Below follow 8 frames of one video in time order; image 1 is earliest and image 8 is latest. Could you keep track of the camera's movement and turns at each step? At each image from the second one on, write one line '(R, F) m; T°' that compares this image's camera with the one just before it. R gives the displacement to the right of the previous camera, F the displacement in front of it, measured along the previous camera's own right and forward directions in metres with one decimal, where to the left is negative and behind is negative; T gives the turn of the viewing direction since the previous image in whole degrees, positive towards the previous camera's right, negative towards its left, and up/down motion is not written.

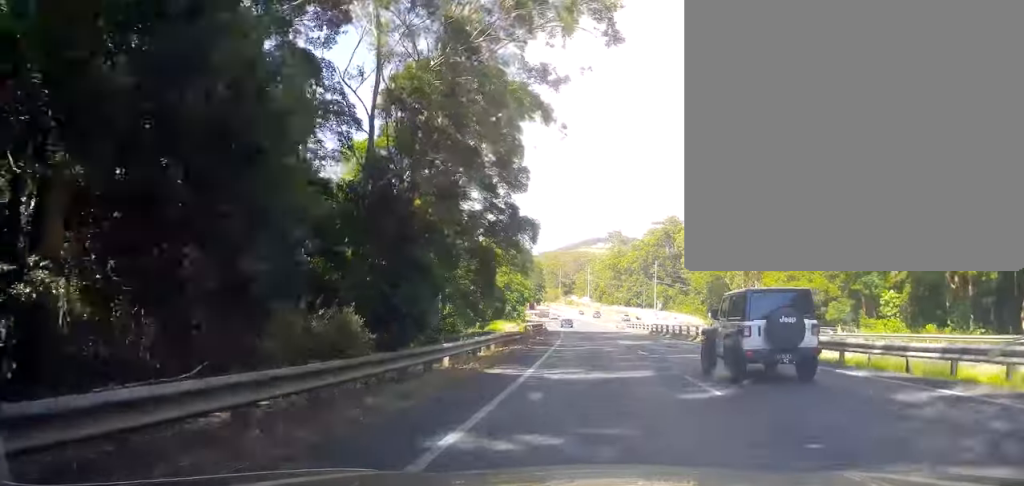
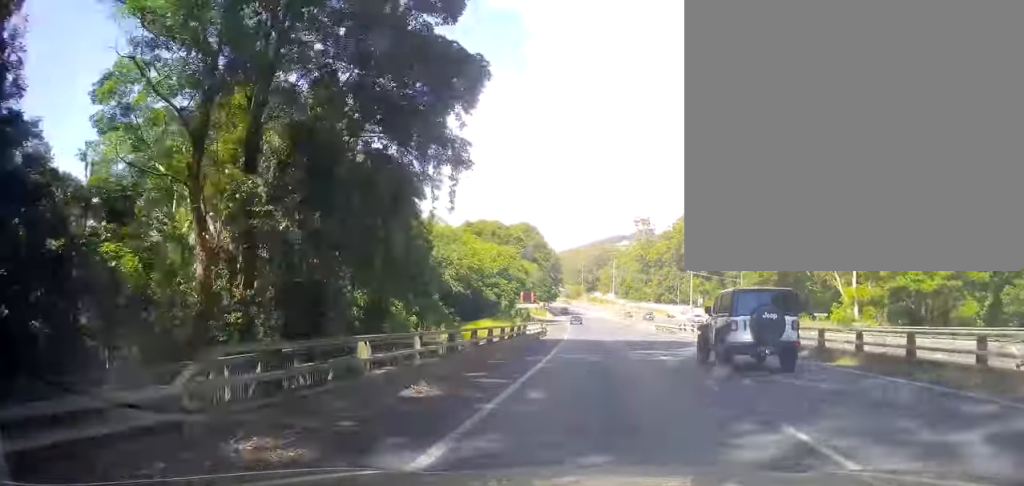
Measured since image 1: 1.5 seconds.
(-0.7, +28.6) m; -3°
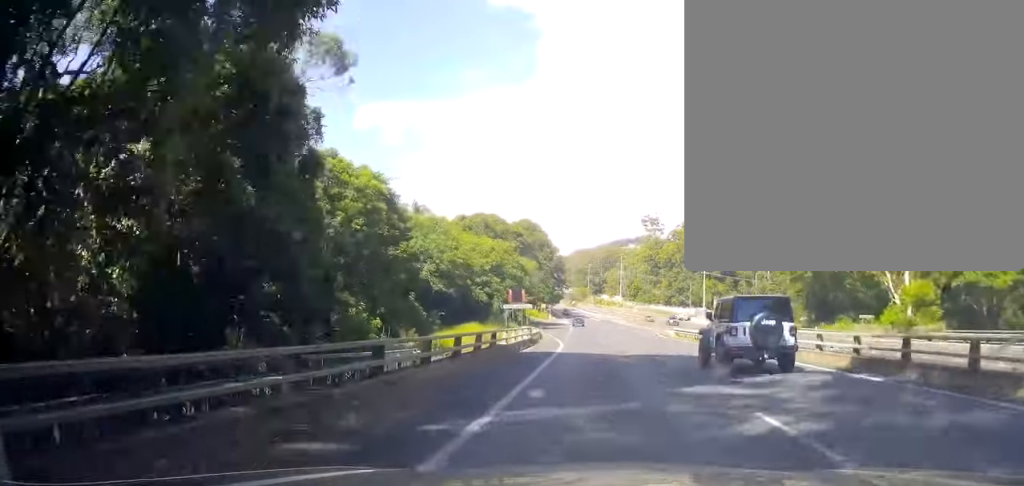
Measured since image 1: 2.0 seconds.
(-0.3, +10.4) m; -1°
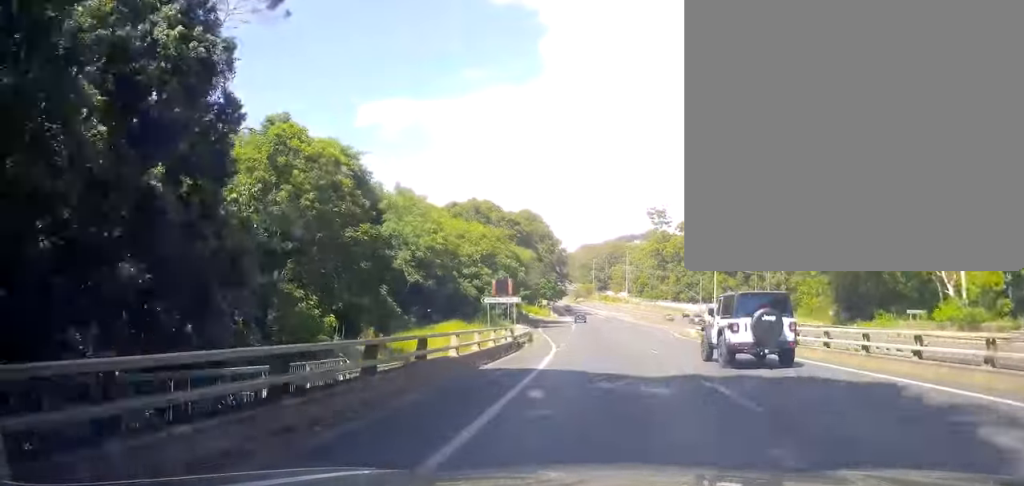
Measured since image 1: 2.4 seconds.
(-0.2, +8.5) m; -1°
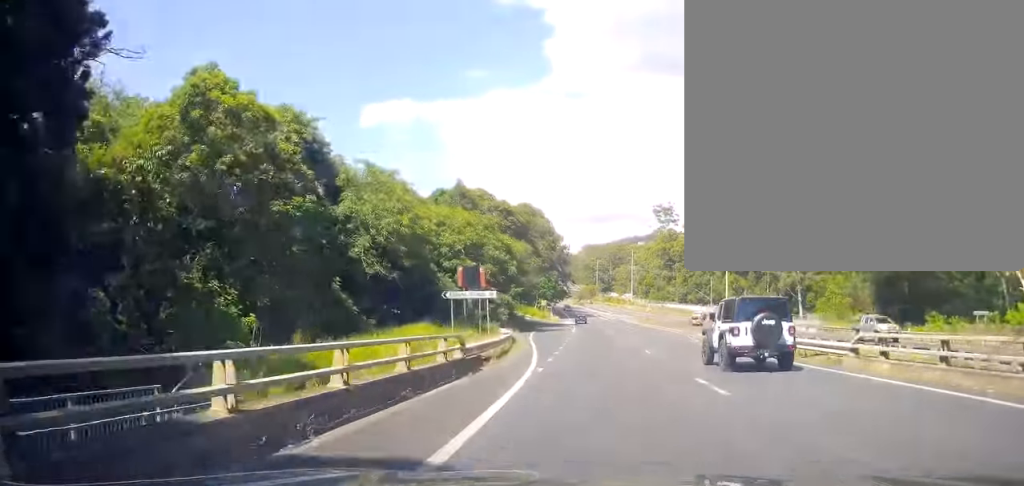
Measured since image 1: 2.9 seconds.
(-0.1, +9.1) m; 0°
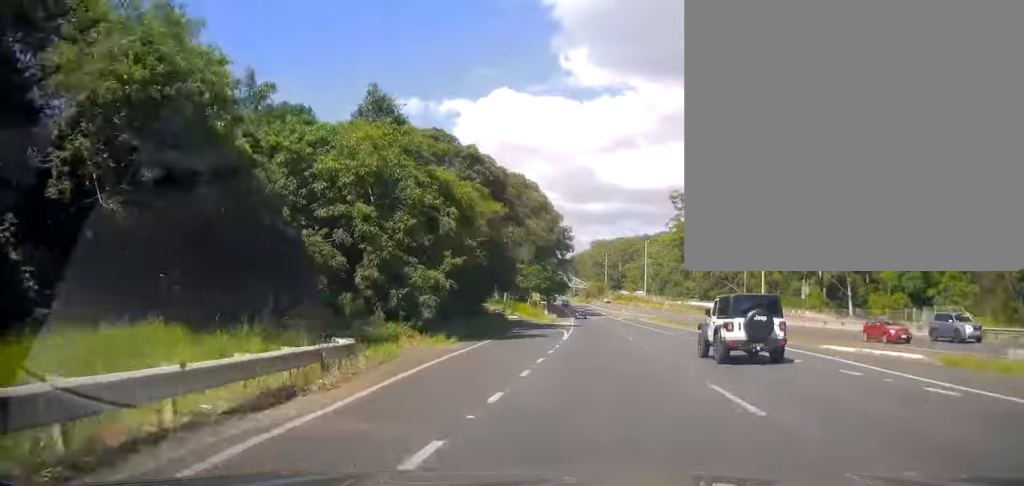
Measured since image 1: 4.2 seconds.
(0.0, +24.9) m; -1°
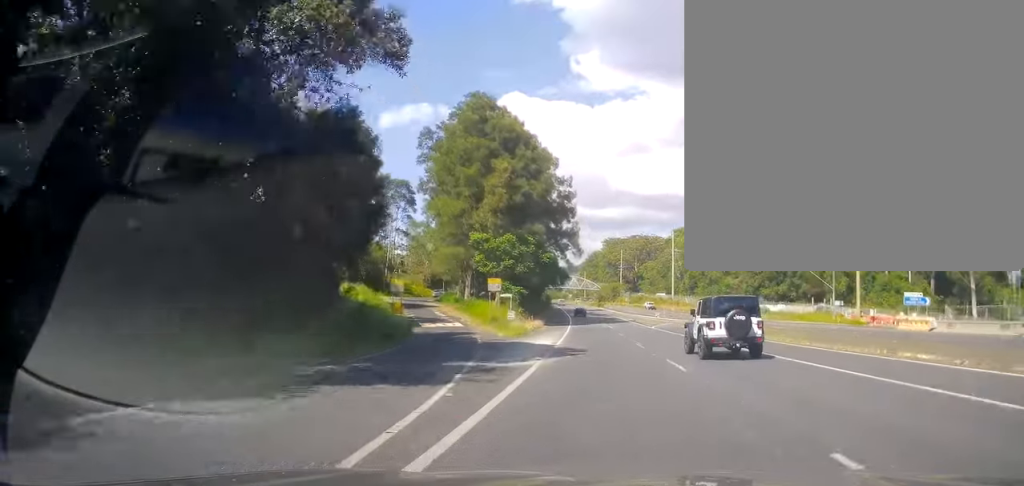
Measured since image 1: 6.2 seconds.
(-1.2, +40.3) m; -2°
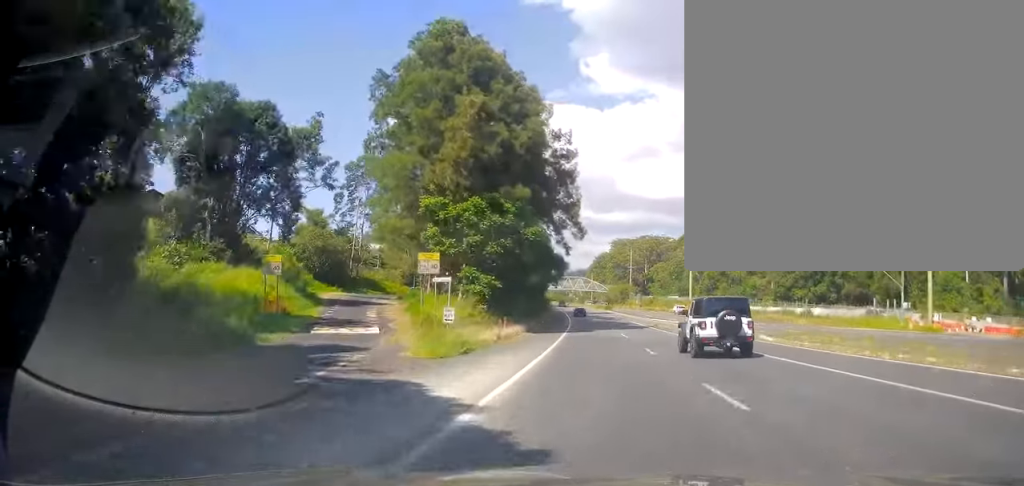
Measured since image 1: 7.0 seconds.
(0.0, +17.6) m; 0°
